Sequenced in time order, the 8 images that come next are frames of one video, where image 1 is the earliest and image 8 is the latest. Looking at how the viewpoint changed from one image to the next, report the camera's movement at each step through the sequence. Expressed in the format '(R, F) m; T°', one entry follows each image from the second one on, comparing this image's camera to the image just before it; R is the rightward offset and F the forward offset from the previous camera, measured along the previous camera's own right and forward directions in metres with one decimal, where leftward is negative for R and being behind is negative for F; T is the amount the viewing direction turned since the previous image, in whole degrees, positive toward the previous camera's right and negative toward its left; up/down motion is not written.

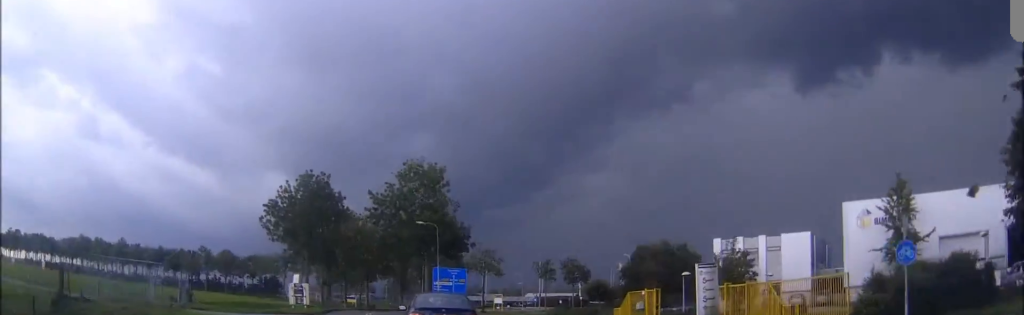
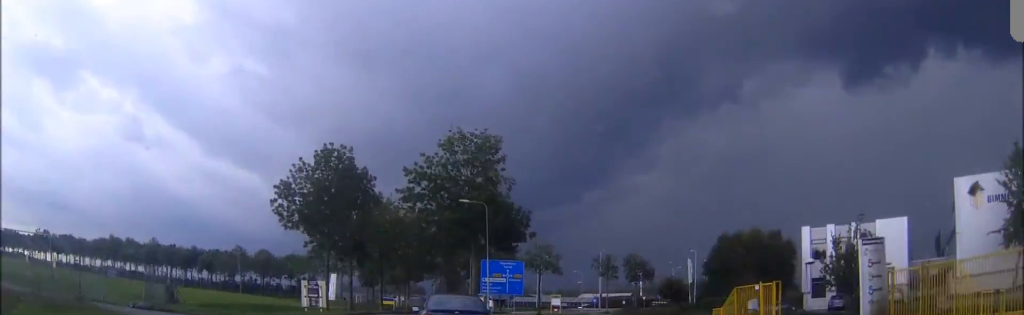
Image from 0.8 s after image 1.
(-0.1, +10.5) m; -4°
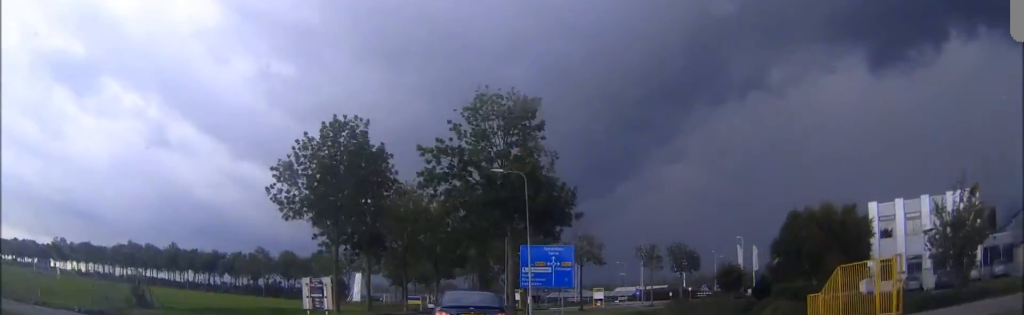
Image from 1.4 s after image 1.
(-0.4, +7.4) m; -2°
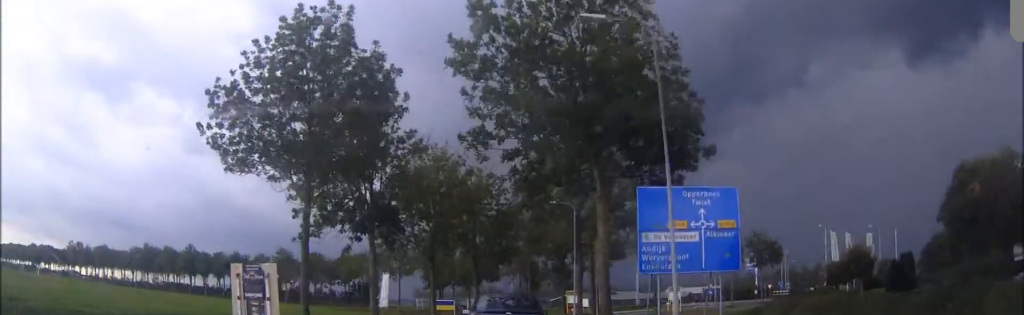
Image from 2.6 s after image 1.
(-0.6, +15.7) m; -3°
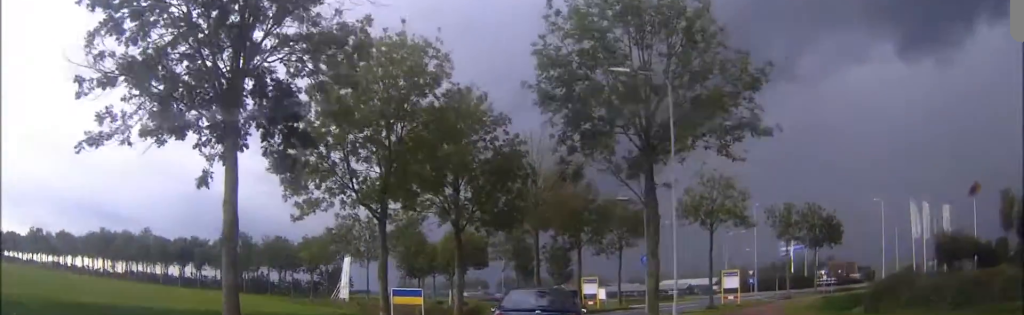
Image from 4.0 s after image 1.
(-0.2, +18.8) m; -1°
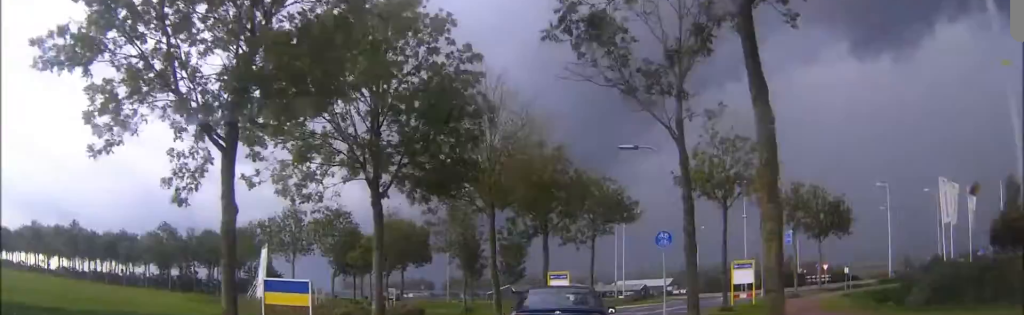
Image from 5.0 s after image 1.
(0.0, +12.2) m; +2°
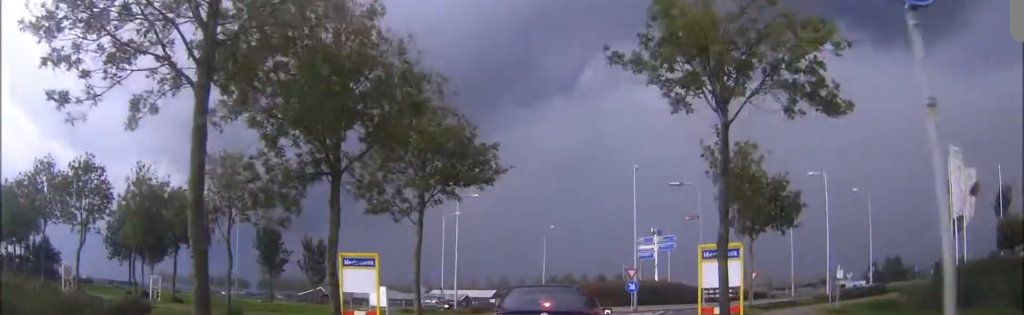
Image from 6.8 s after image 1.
(+1.5, +21.0) m; +10°
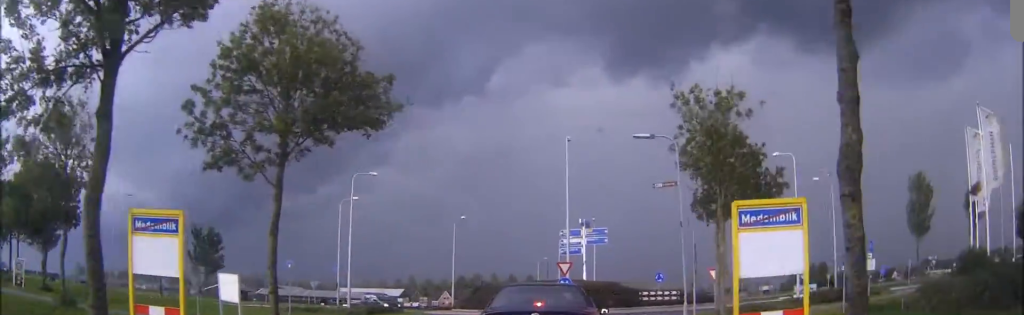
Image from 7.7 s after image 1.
(+0.8, +10.4) m; +9°
